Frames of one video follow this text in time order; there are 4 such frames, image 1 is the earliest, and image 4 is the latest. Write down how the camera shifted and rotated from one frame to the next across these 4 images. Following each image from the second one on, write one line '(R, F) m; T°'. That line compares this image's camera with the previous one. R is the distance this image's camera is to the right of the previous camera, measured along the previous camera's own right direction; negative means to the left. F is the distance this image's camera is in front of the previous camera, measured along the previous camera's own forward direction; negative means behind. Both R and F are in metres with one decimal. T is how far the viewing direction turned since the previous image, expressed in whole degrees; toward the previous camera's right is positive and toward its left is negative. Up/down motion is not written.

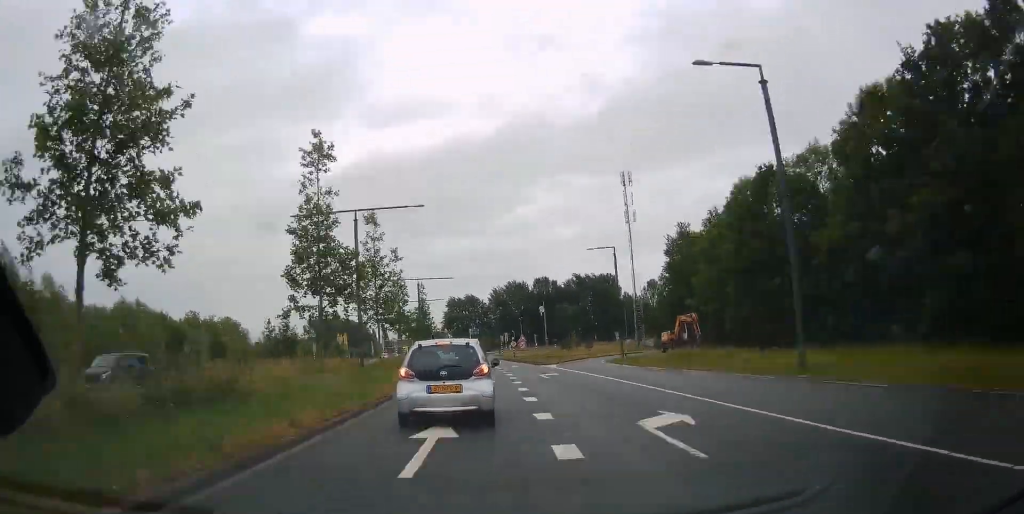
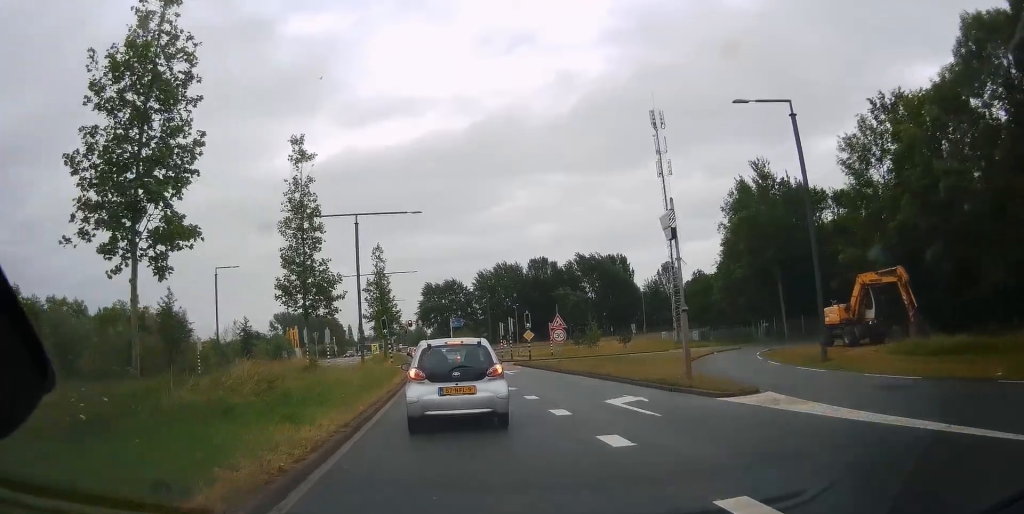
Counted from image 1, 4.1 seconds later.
(+0.1, +29.5) m; 0°
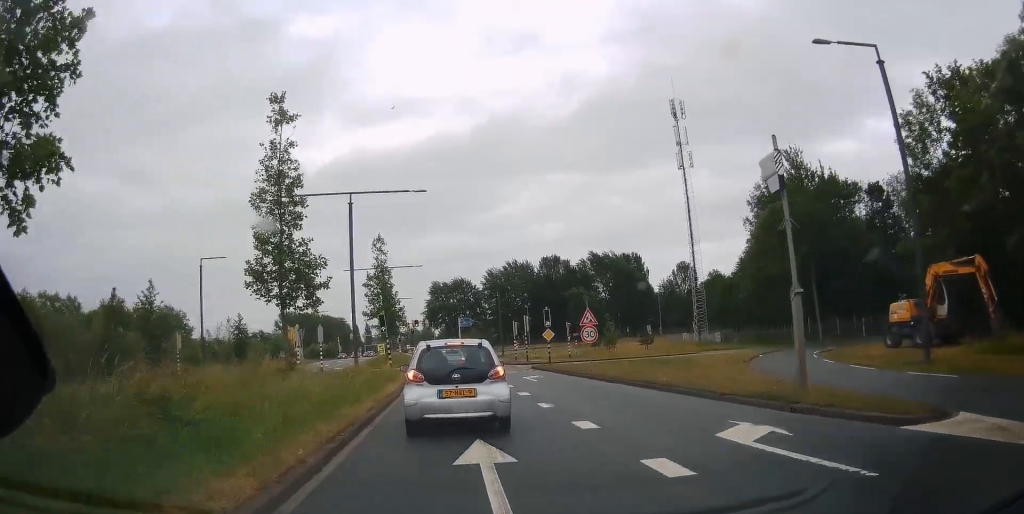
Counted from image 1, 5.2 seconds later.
(0.0, +5.9) m; 0°
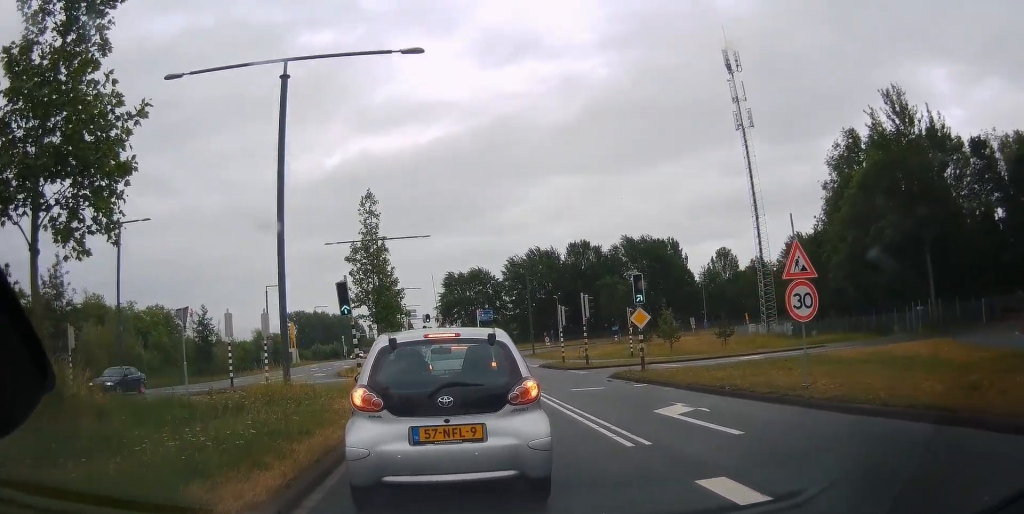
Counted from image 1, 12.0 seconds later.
(+1.2, +20.8) m; +18°
